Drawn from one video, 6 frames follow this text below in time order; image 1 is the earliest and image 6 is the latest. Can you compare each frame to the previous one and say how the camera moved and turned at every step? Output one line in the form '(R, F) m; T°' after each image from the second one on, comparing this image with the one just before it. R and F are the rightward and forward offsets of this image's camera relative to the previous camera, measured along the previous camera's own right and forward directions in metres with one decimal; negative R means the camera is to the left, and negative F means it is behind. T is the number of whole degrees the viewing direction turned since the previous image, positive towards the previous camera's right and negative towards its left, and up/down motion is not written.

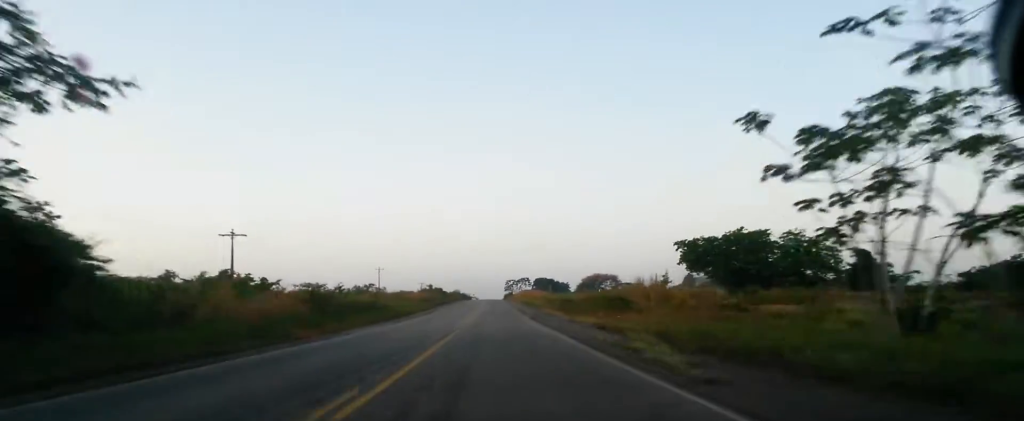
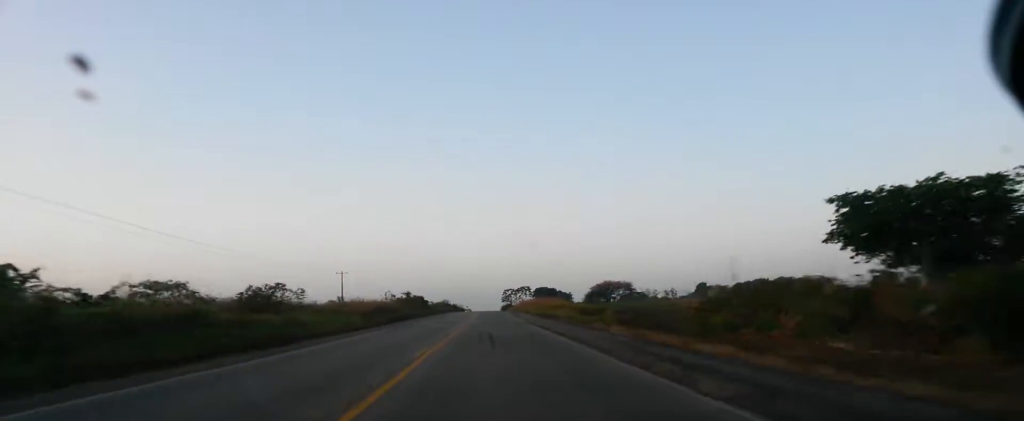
(-0.1, +40.8) m; 0°
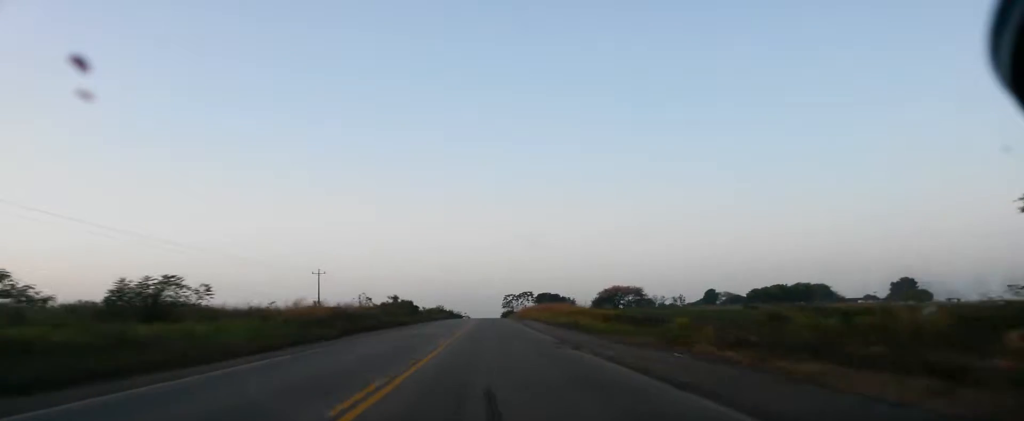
(0.0, +19.3) m; 0°
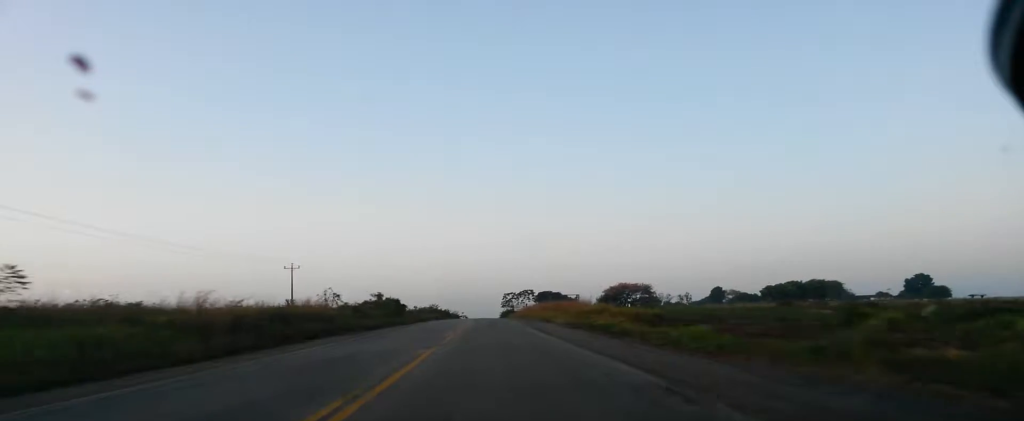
(0.0, +15.7) m; 0°
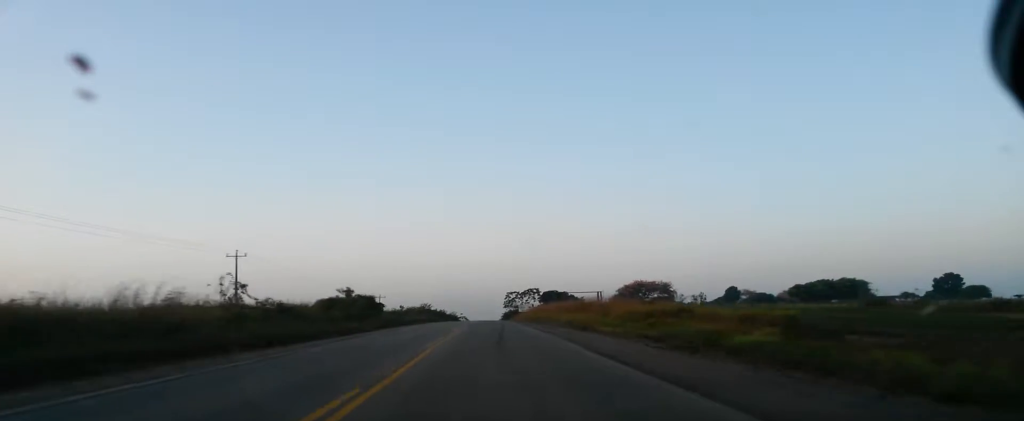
(0.0, +23.9) m; 0°
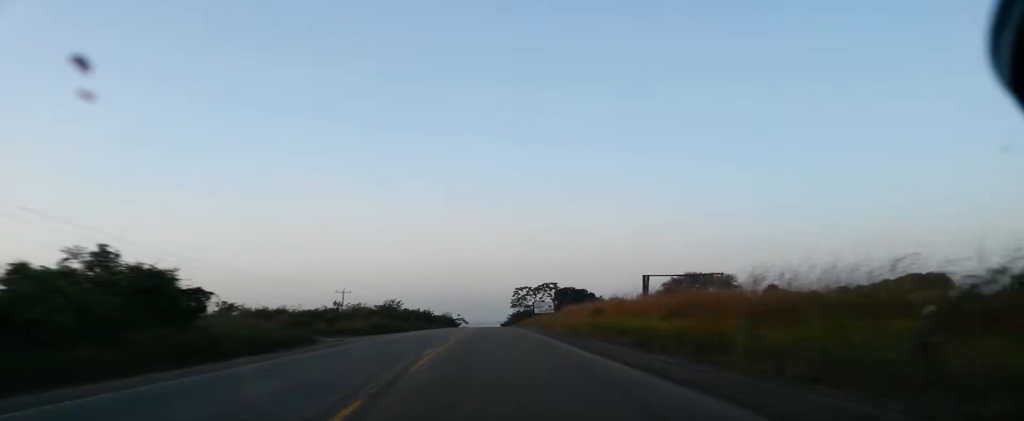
(+0.5, +51.8) m; +1°
